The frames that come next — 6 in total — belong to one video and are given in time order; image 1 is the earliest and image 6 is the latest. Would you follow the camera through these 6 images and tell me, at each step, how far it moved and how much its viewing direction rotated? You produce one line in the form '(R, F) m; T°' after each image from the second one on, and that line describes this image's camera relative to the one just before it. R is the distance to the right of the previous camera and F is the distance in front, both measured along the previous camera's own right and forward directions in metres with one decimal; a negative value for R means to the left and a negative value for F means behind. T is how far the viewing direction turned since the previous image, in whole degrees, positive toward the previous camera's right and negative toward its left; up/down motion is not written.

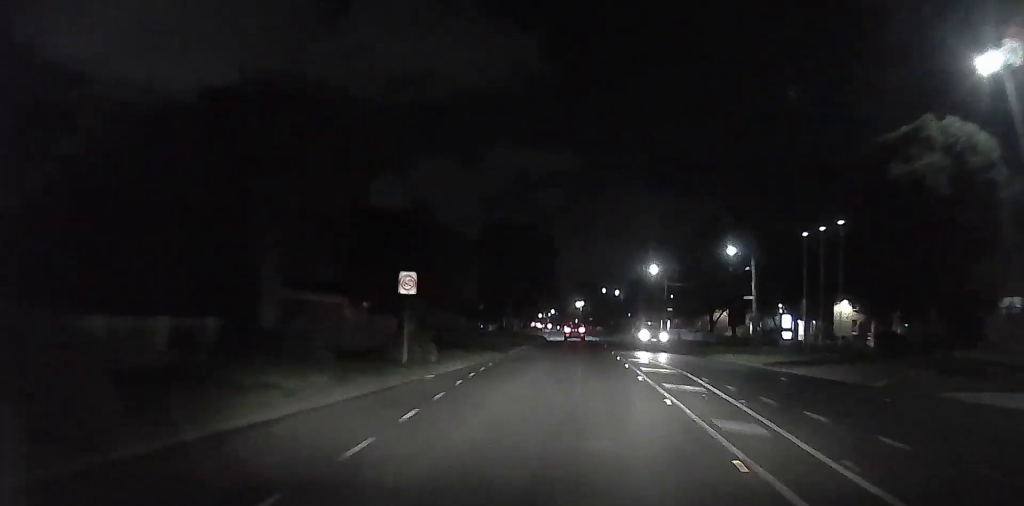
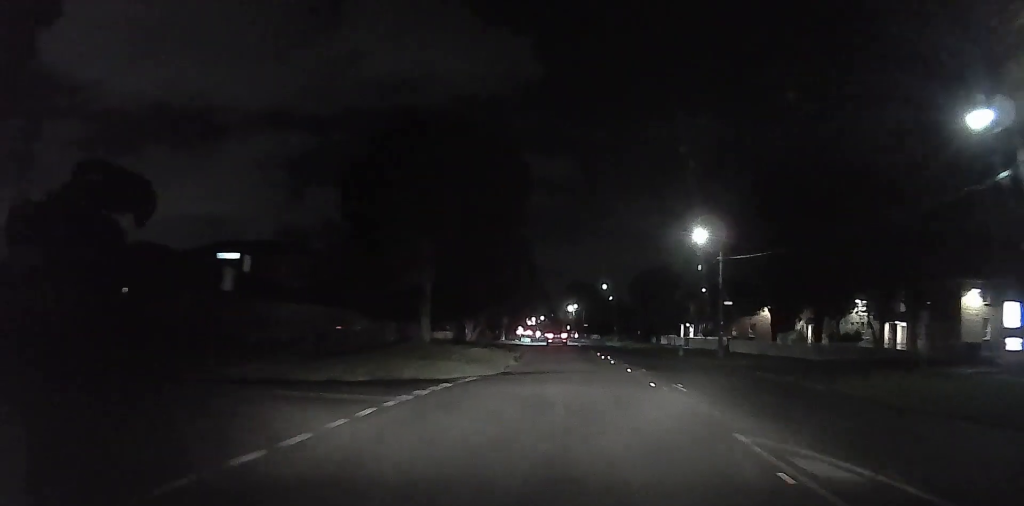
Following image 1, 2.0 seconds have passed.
(+0.3, +29.7) m; +1°
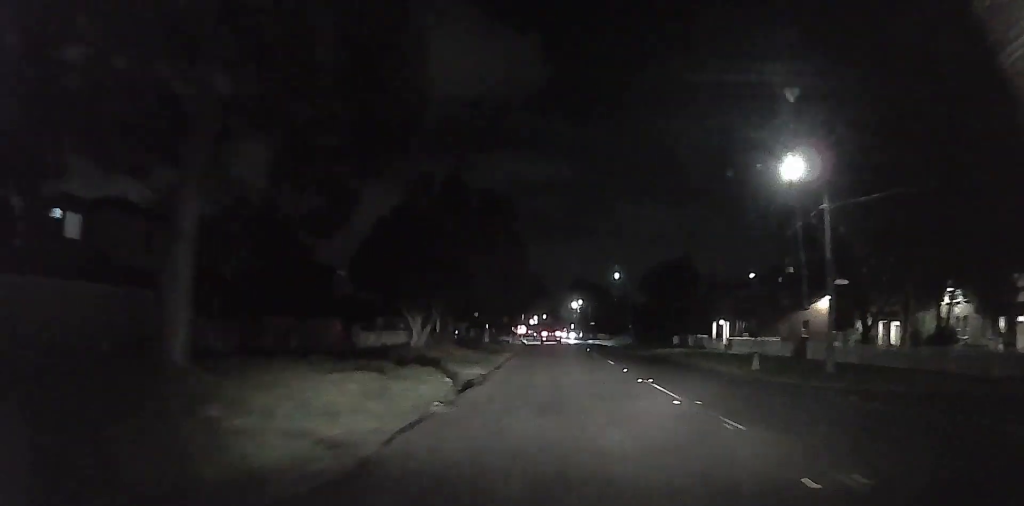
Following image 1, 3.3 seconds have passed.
(-0.1, +21.0) m; 0°
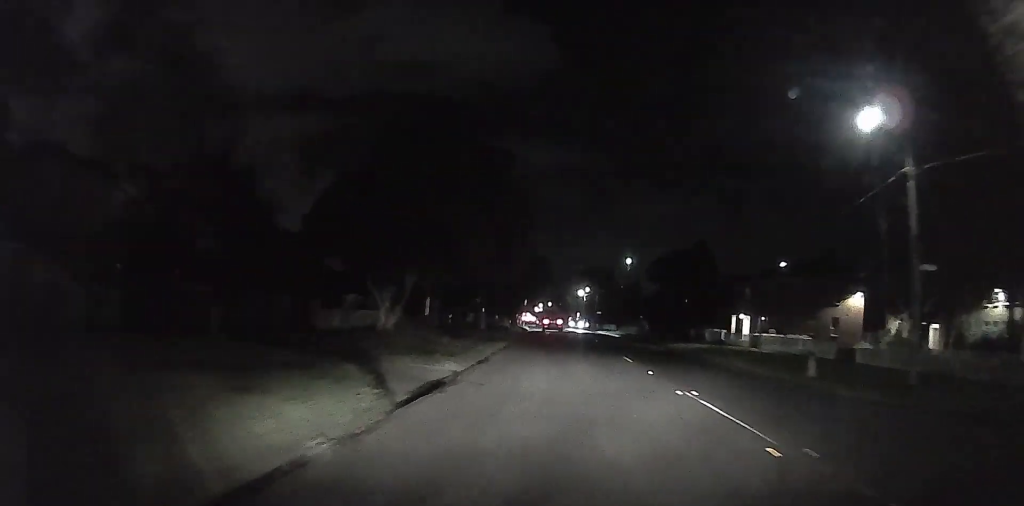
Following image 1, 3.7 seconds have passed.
(+0.1, +7.5) m; 0°
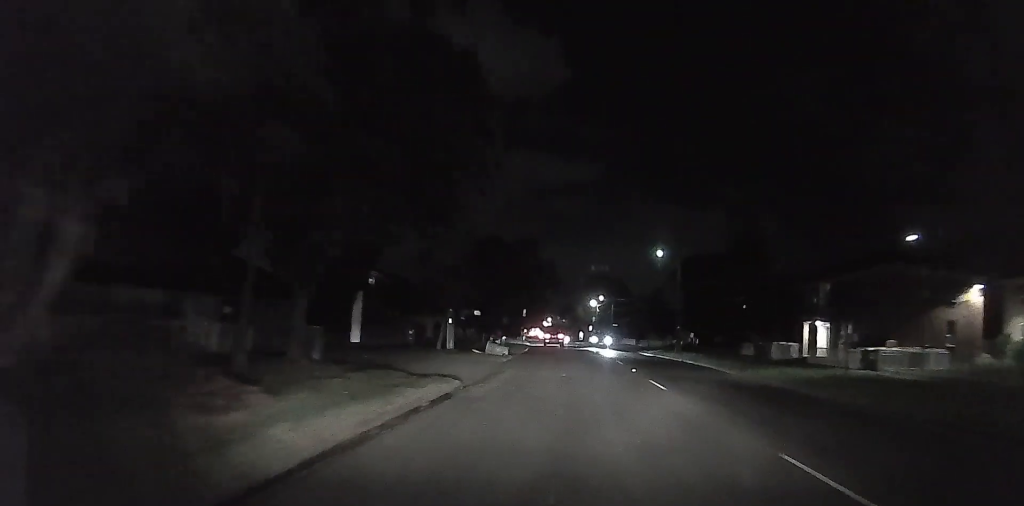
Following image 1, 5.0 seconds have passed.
(-0.2, +21.8) m; 0°
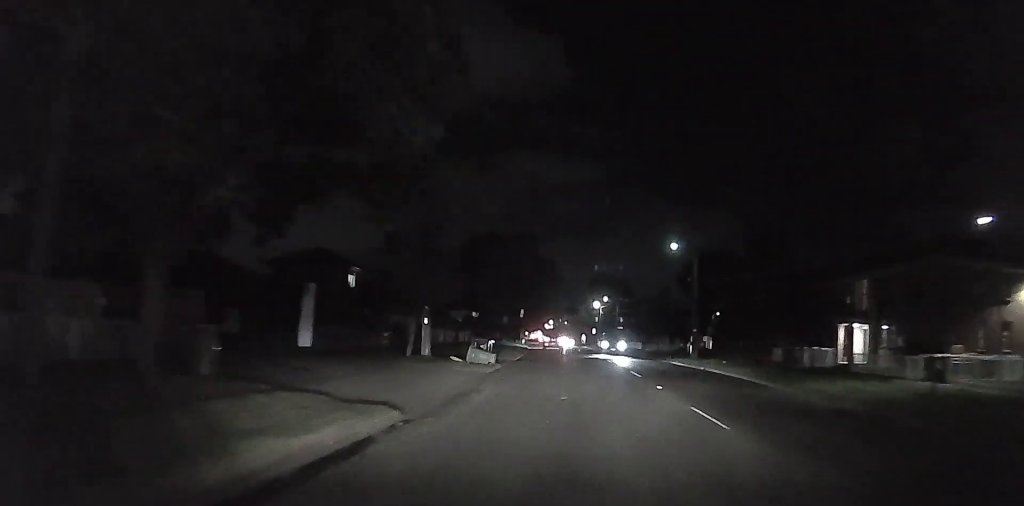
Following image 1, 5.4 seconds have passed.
(+0.1, +6.5) m; 0°
